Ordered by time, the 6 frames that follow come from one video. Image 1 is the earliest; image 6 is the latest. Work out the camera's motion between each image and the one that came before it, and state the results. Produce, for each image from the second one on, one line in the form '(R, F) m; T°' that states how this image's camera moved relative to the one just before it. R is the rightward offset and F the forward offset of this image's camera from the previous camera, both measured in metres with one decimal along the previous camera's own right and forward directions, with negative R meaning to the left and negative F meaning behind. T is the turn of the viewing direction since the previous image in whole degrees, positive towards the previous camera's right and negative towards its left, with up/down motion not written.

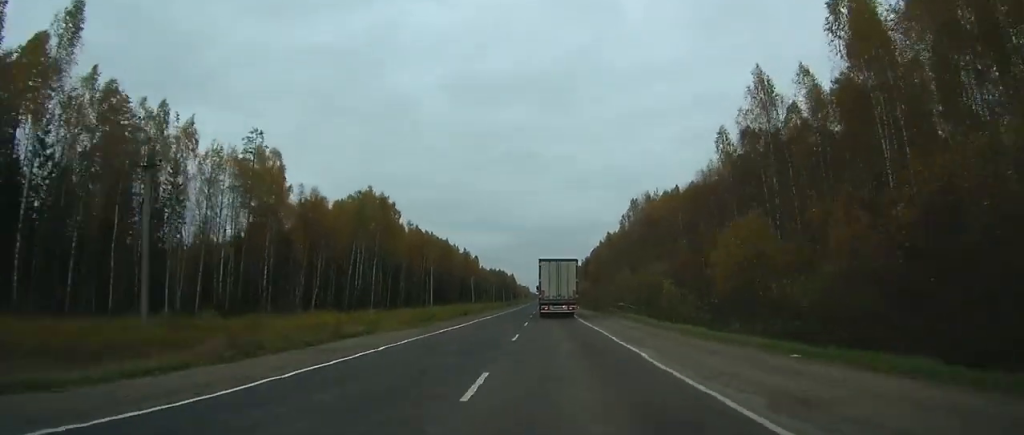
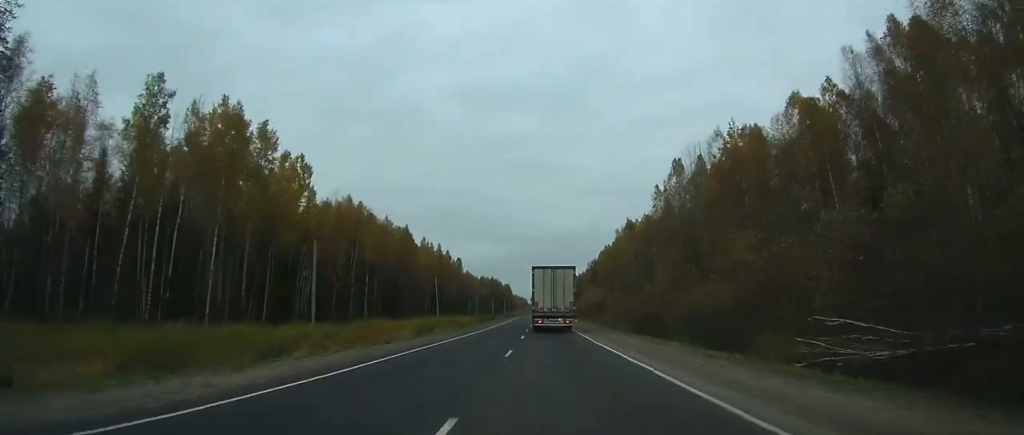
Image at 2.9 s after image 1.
(0.0, +51.5) m; 0°
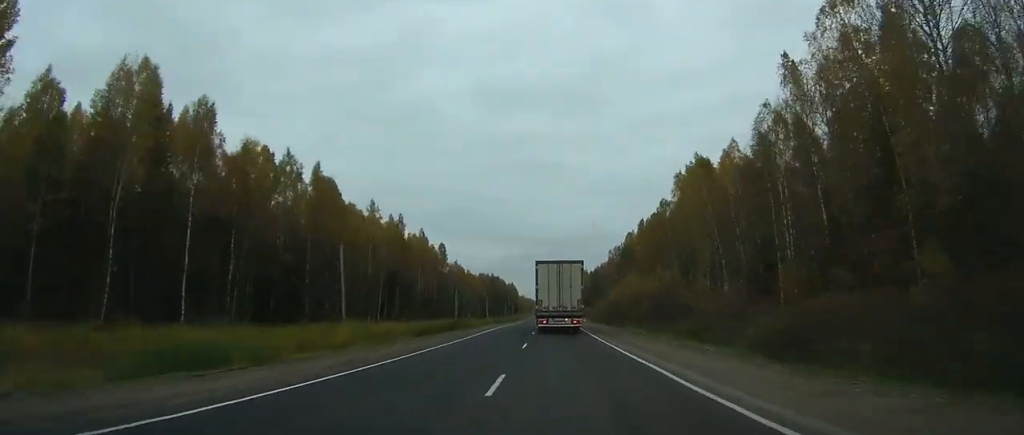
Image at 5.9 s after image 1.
(-0.2, +56.0) m; -1°
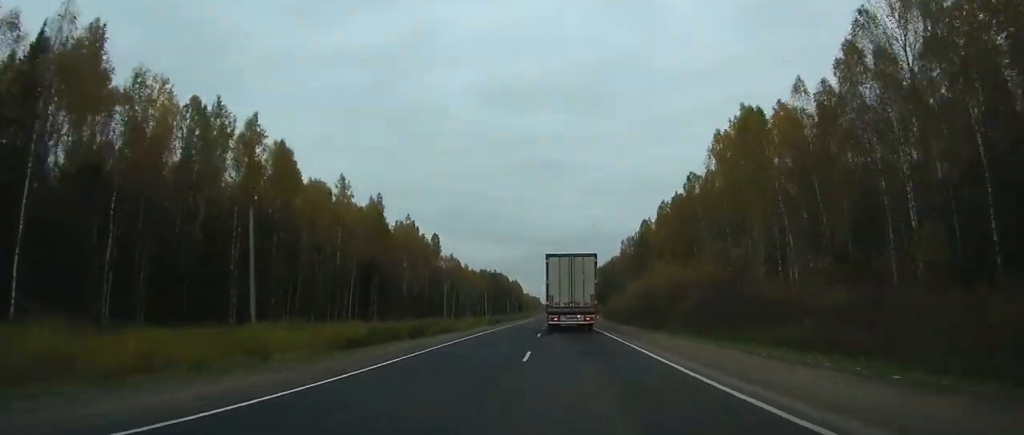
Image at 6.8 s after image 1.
(-0.1, +20.2) m; 0°
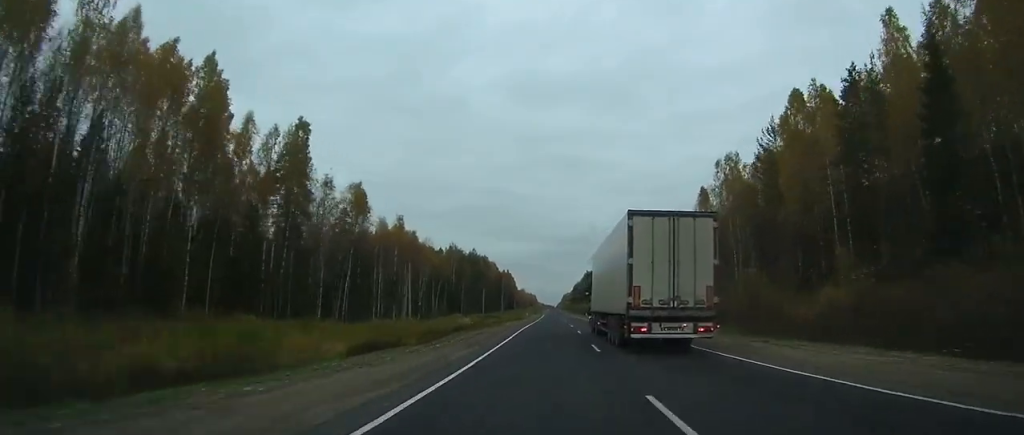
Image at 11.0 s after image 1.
(-0.5, +96.6) m; 0°
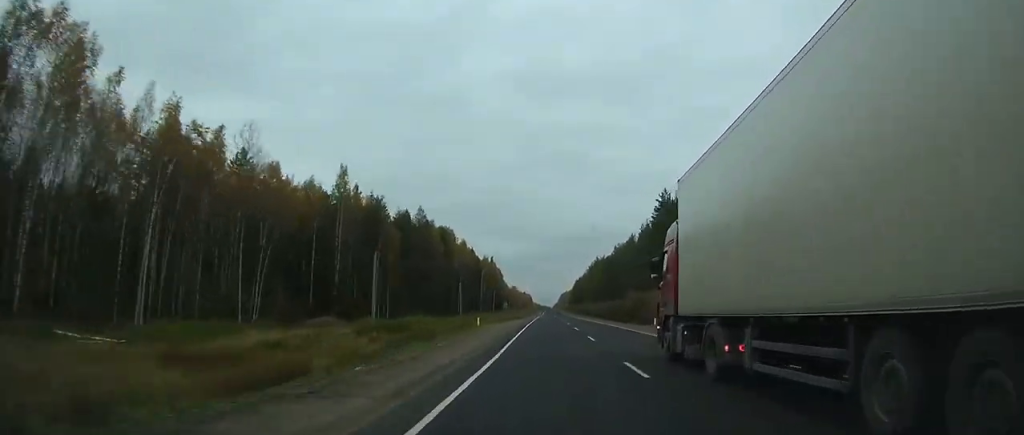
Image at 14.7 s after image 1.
(+0.5, +89.9) m; +1°
